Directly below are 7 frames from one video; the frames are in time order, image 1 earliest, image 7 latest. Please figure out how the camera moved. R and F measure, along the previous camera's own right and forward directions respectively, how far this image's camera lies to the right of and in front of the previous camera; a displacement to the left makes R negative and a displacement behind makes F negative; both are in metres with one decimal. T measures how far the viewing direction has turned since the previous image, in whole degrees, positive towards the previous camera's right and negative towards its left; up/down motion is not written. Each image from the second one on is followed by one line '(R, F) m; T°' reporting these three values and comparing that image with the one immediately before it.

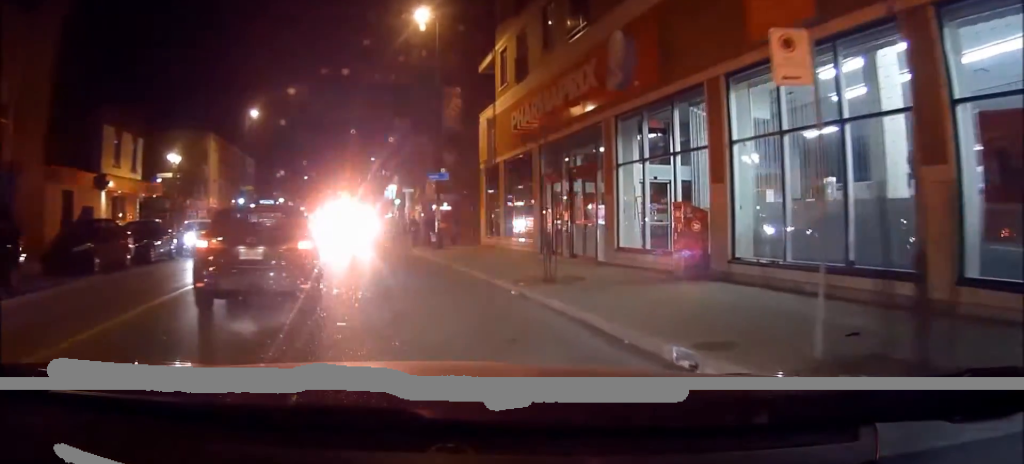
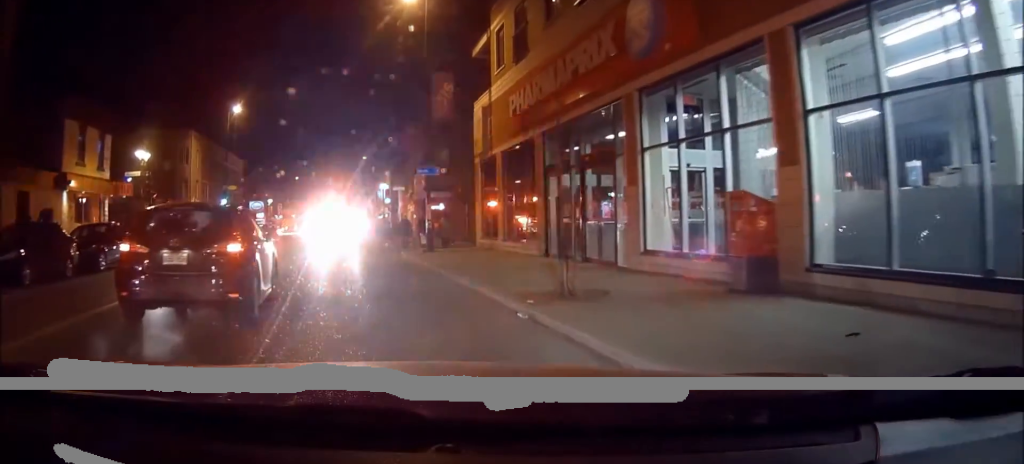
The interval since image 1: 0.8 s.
(0.0, +3.0) m; +1°
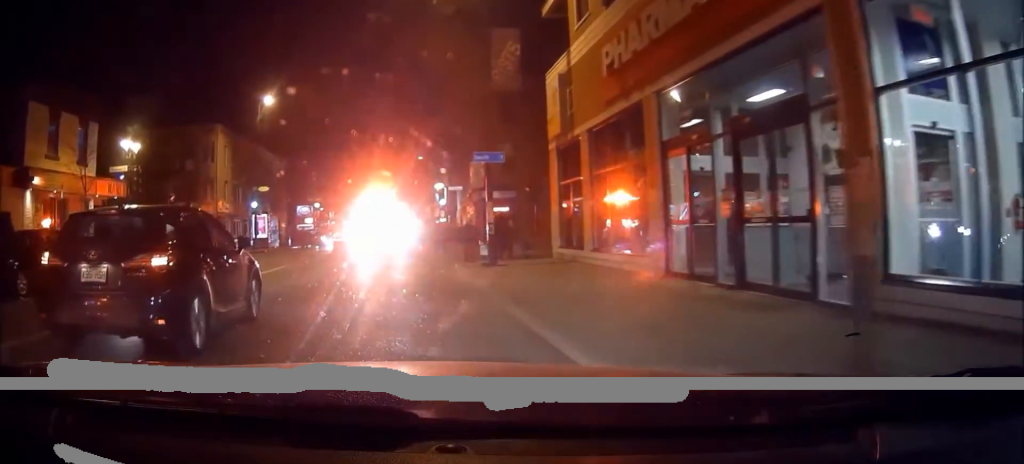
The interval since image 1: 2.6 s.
(+0.1, +6.7) m; -4°
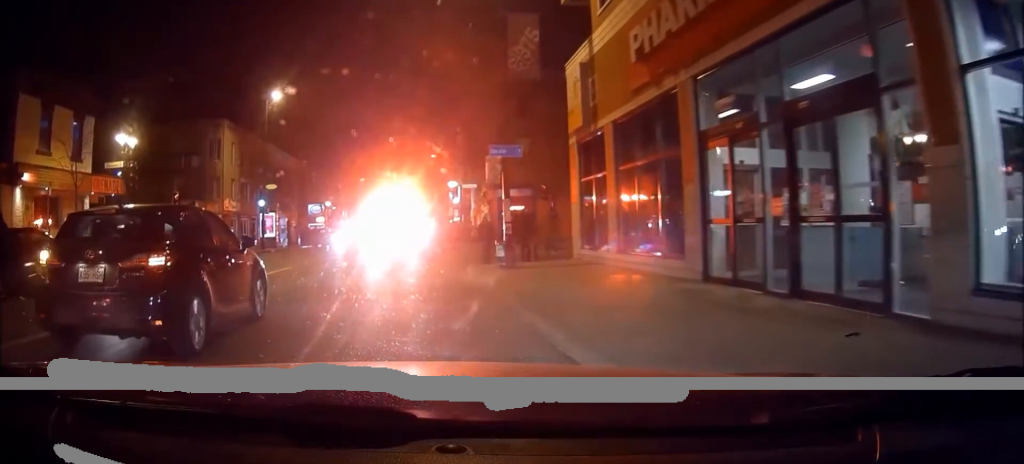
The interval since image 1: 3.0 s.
(-0.2, +1.7) m; -3°
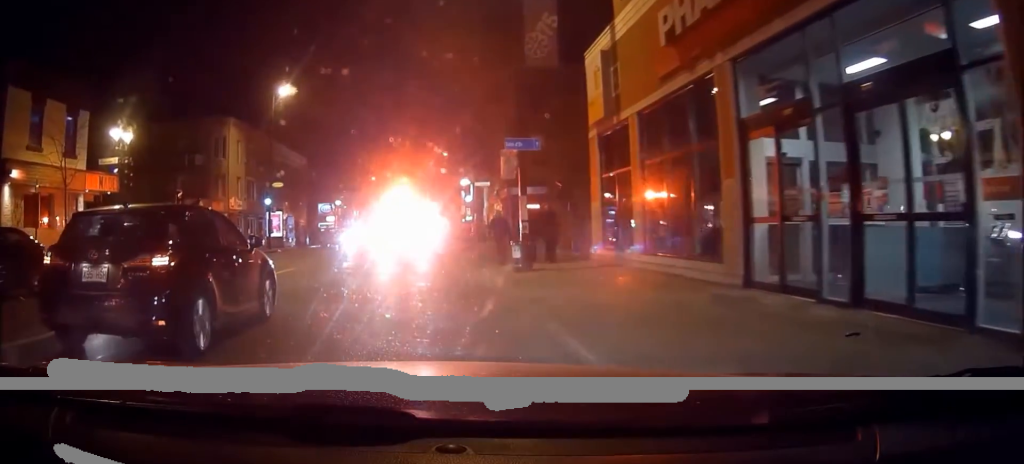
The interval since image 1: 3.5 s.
(-0.1, +1.7) m; -4°
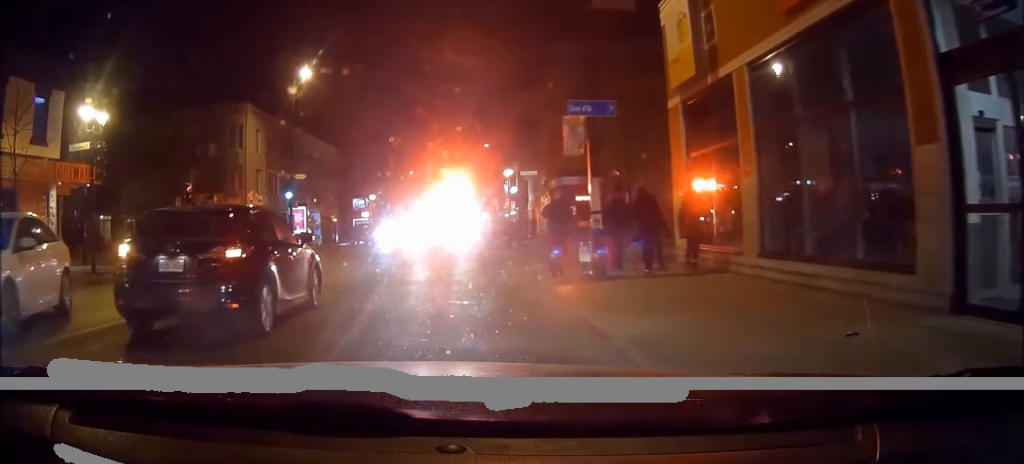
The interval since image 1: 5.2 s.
(-0.7, +6.5) m; -10°
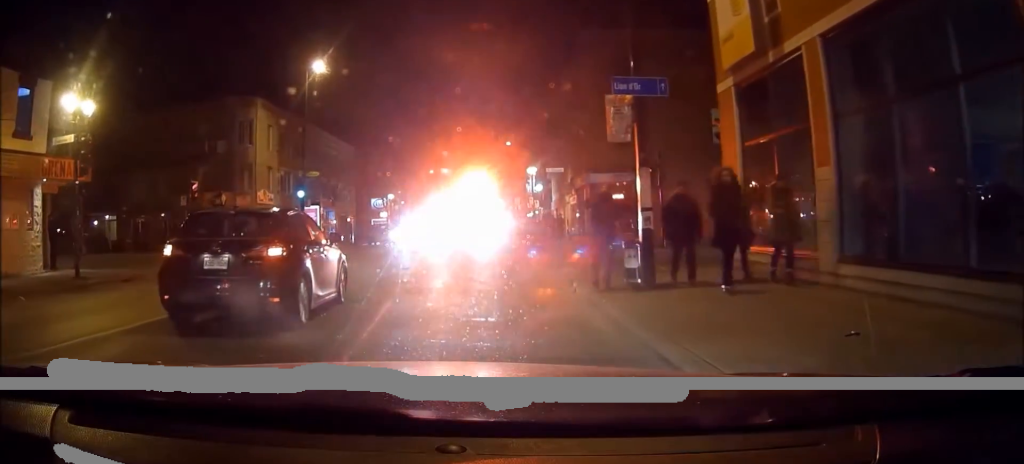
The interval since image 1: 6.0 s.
(-0.1, +3.0) m; -1°
